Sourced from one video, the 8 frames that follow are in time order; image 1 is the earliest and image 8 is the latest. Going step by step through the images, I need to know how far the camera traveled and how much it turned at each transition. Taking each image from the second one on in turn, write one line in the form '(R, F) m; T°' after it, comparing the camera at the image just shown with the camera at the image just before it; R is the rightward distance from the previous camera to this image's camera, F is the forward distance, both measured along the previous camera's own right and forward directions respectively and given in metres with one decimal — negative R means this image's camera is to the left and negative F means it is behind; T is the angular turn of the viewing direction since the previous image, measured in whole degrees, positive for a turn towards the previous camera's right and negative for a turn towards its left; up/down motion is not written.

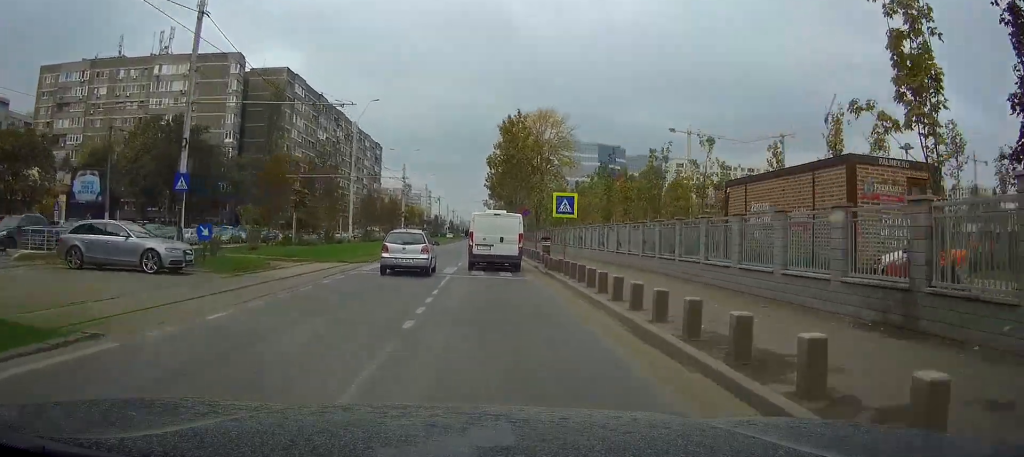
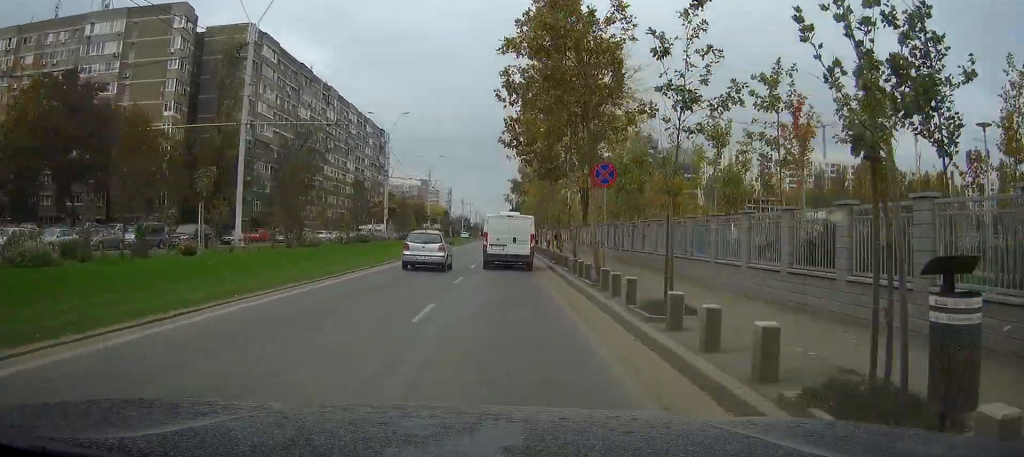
(-0.4, +28.8) m; -1°
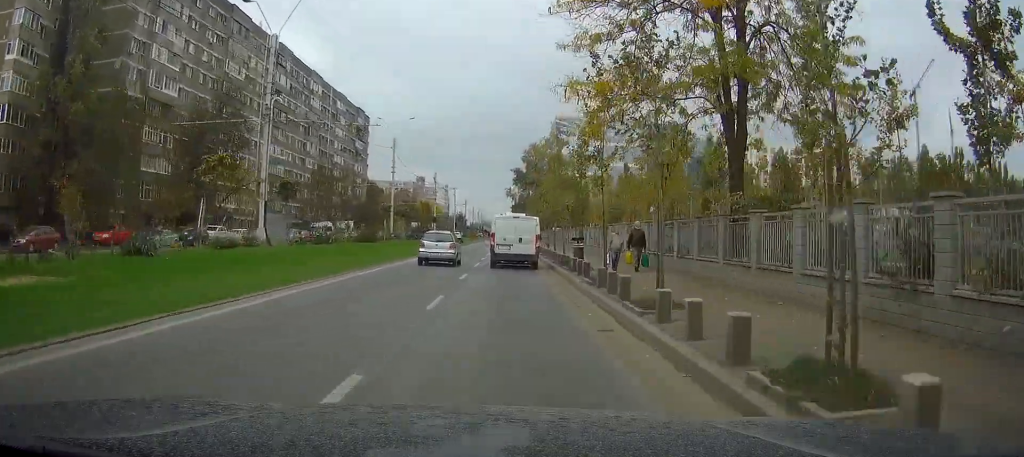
(-0.3, +33.5) m; 0°
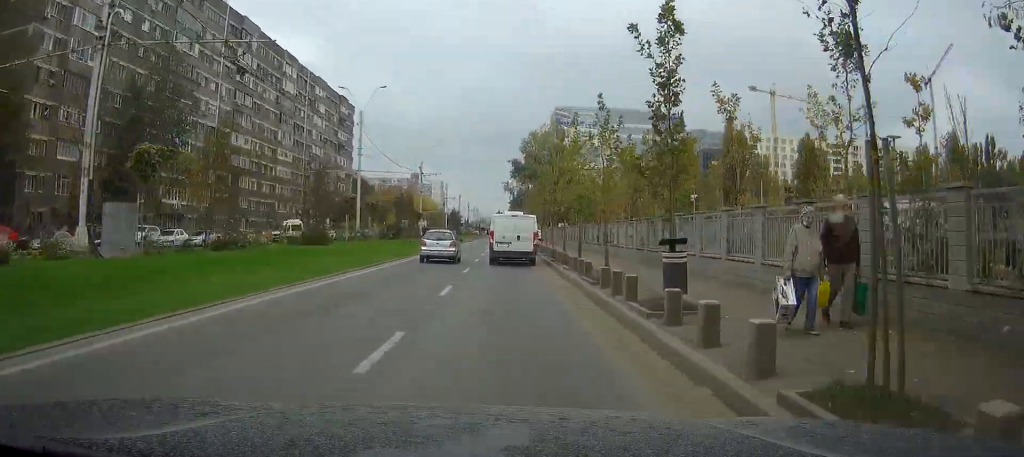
(+0.1, +14.9) m; 0°
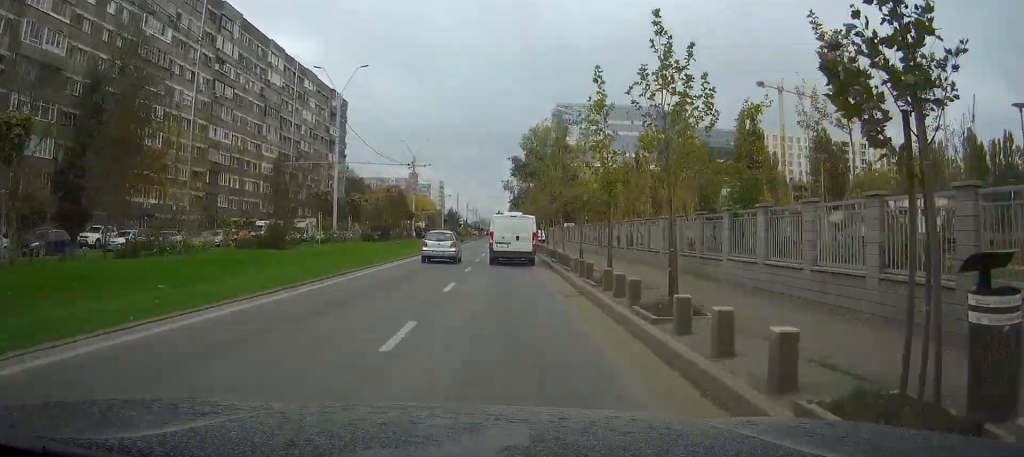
(0.0, +7.4) m; 0°
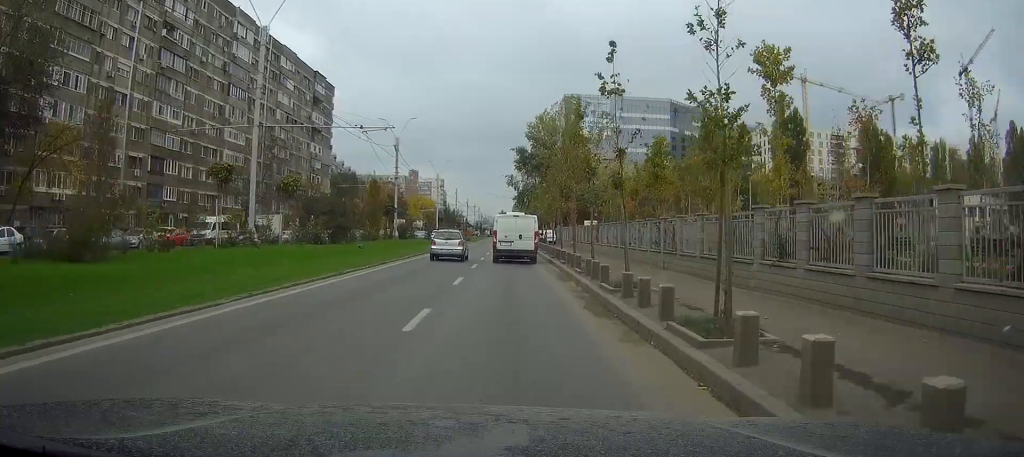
(+0.1, +16.3) m; 0°
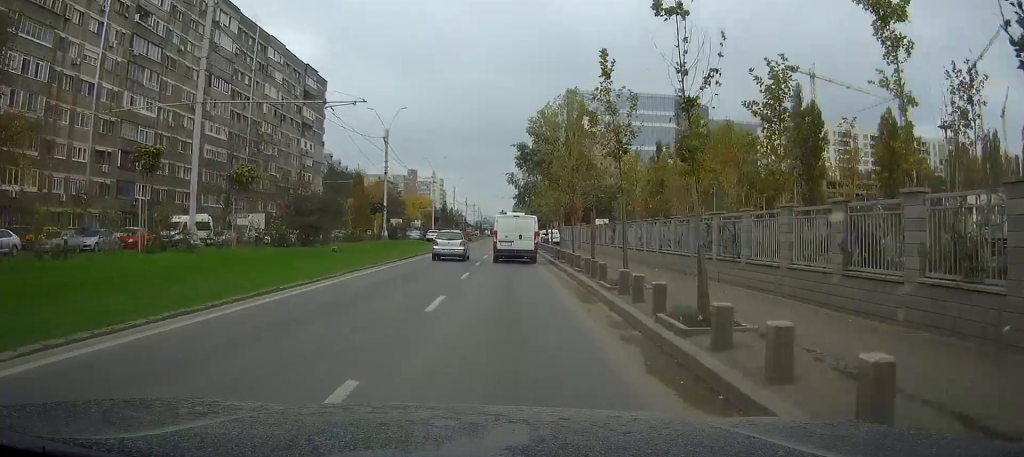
(0.0, +6.3) m; 0°
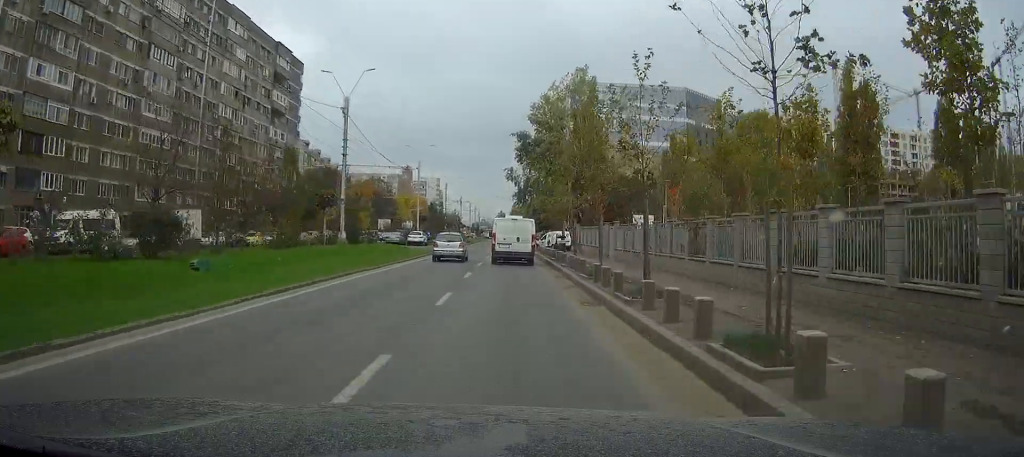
(-0.1, +16.1) m; 0°
